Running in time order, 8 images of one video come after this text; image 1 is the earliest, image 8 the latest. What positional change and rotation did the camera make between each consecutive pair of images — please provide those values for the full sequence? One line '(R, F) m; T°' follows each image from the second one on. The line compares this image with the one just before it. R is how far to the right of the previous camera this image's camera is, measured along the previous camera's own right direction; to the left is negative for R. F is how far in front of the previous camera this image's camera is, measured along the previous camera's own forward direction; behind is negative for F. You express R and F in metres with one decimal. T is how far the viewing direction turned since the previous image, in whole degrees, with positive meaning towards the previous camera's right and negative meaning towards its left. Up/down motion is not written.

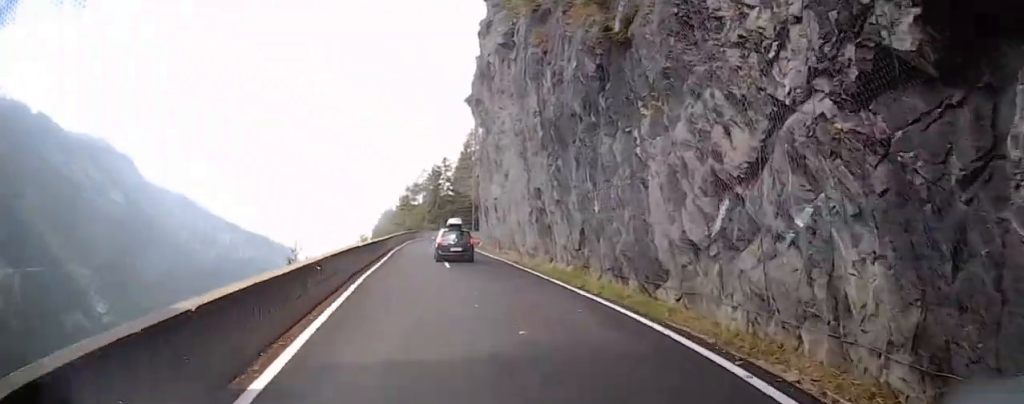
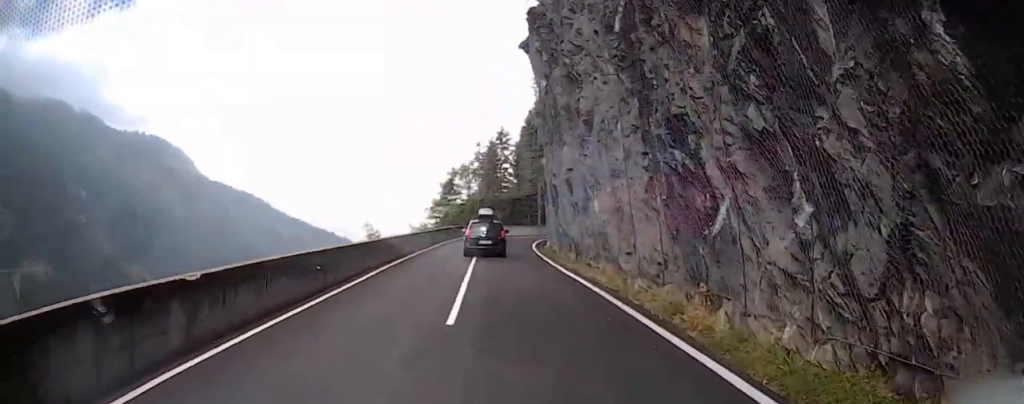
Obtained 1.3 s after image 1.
(+0.4, +14.4) m; -1°
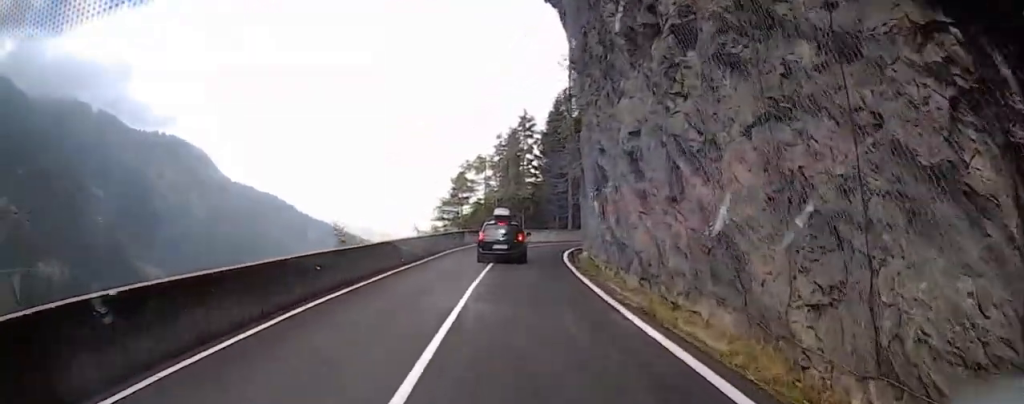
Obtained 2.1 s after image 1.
(-0.3, +9.6) m; -4°
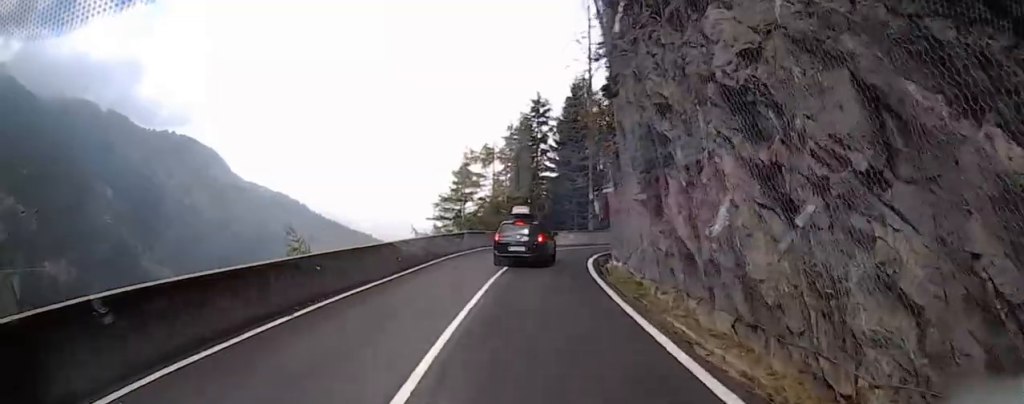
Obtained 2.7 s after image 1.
(+0.2, +6.6) m; -4°
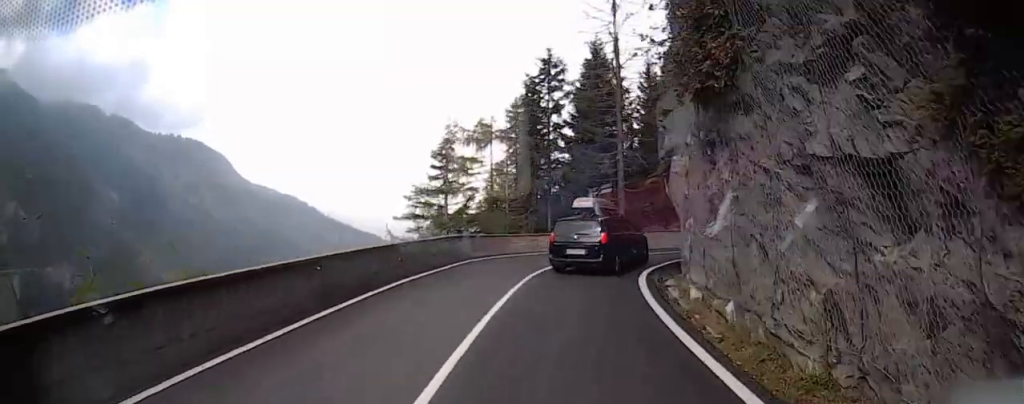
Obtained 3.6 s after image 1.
(-1.1, +10.9) m; -7°
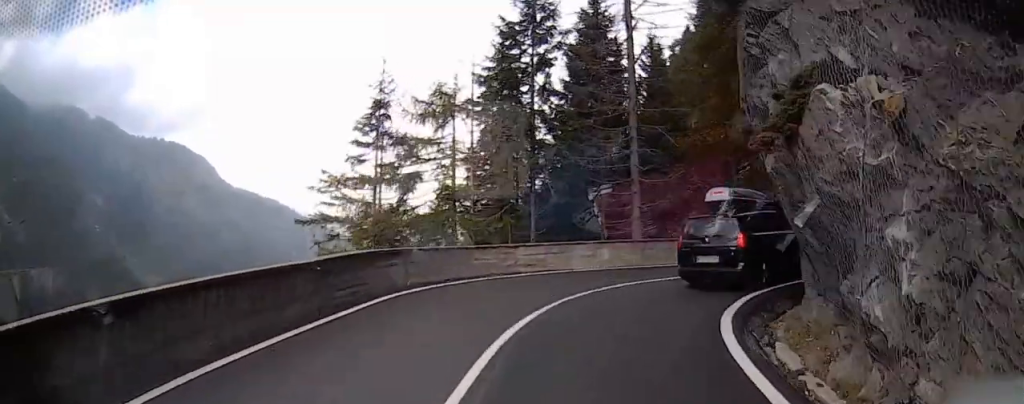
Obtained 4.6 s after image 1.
(-0.4, +10.4) m; +7°
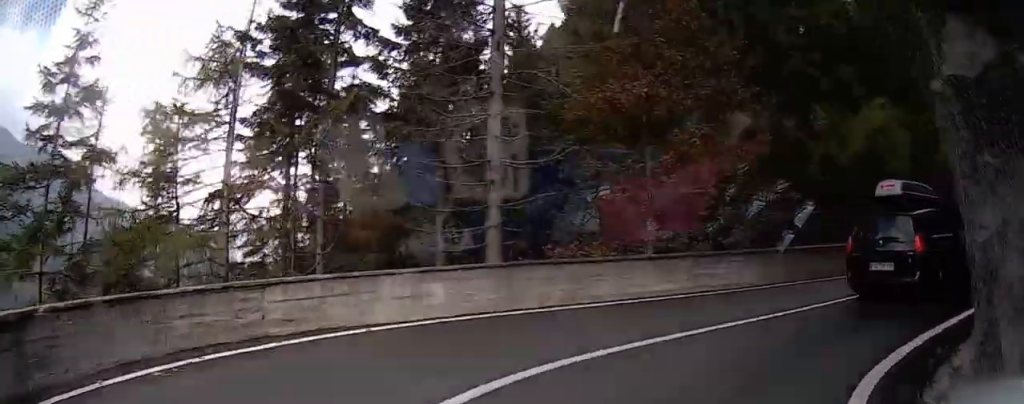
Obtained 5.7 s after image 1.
(+1.7, +10.0) m; +22°
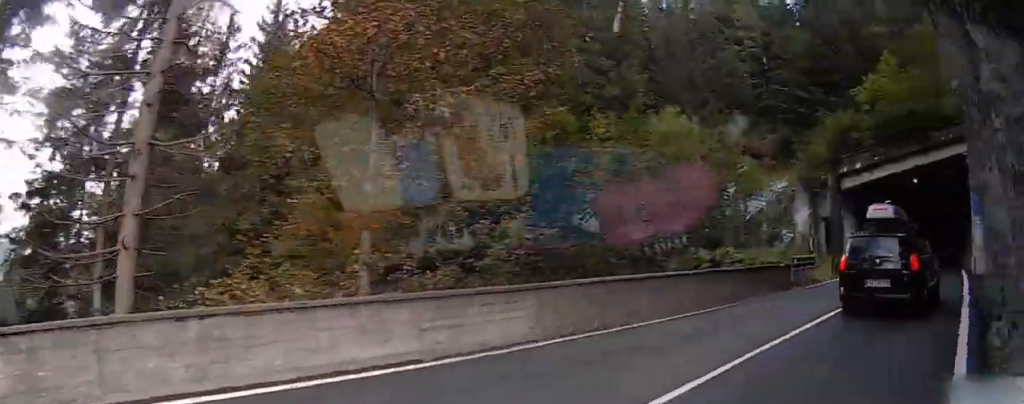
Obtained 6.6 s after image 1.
(+1.5, +7.3) m; +18°
